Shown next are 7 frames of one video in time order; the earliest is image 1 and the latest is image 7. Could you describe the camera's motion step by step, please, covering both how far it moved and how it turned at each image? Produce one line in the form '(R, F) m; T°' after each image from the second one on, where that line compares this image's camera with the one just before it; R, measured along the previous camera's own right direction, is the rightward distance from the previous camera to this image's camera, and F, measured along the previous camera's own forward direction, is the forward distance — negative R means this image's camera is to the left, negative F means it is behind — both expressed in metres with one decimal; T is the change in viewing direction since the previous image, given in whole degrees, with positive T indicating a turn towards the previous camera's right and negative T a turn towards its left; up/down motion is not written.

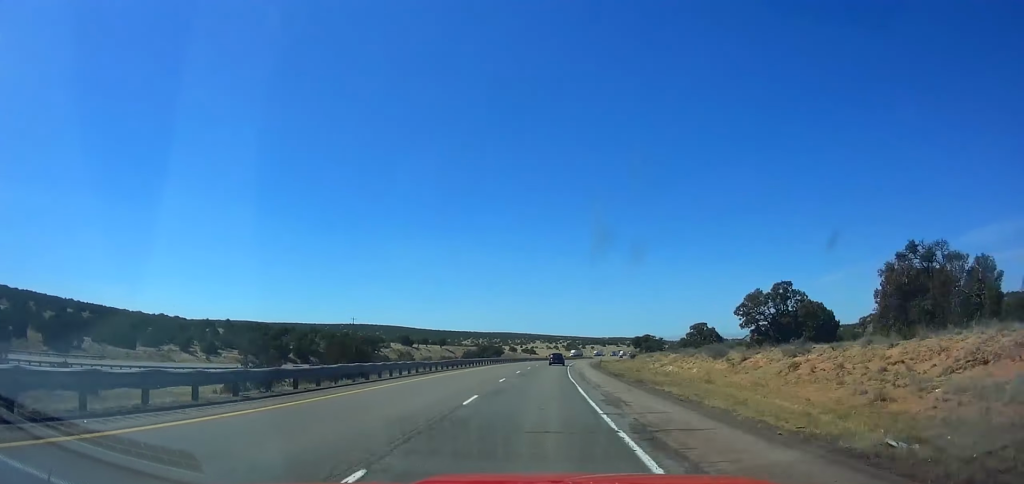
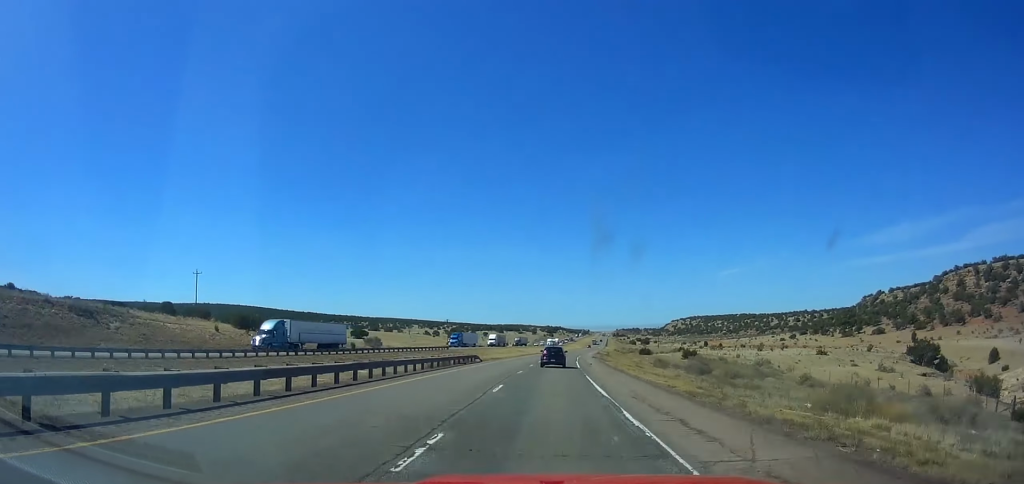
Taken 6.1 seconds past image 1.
(+19.2, +213.6) m; +10°
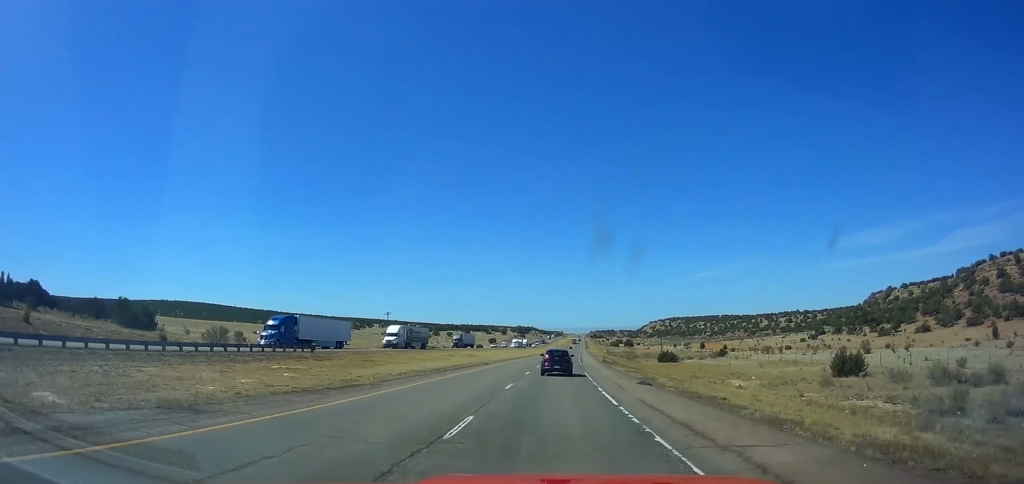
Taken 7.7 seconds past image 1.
(+1.6, +57.3) m; +2°
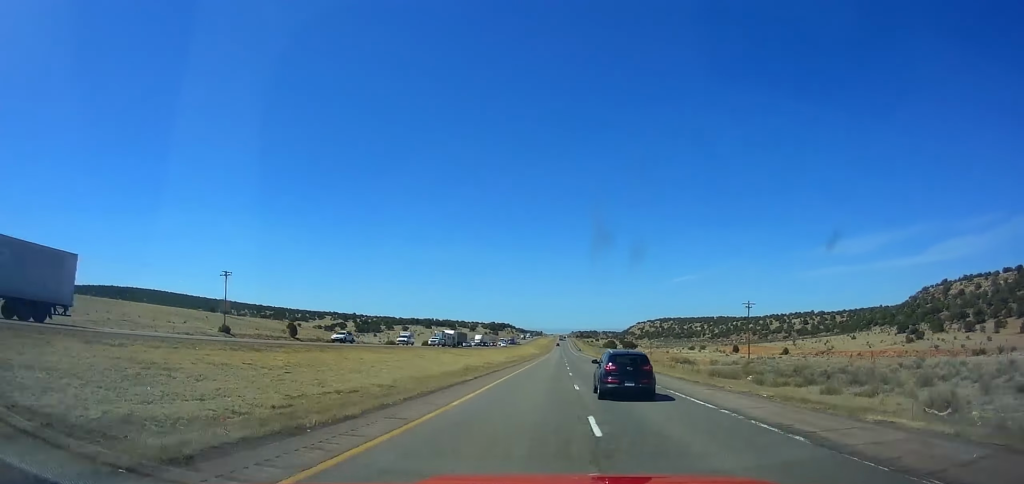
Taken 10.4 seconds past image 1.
(+3.2, +96.9) m; +3°
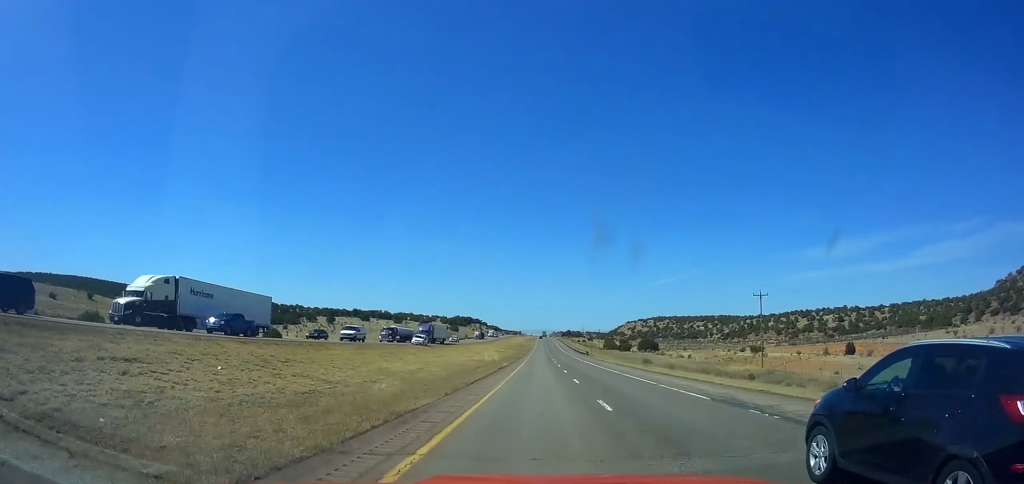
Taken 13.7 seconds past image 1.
(+2.8, +118.3) m; +2°
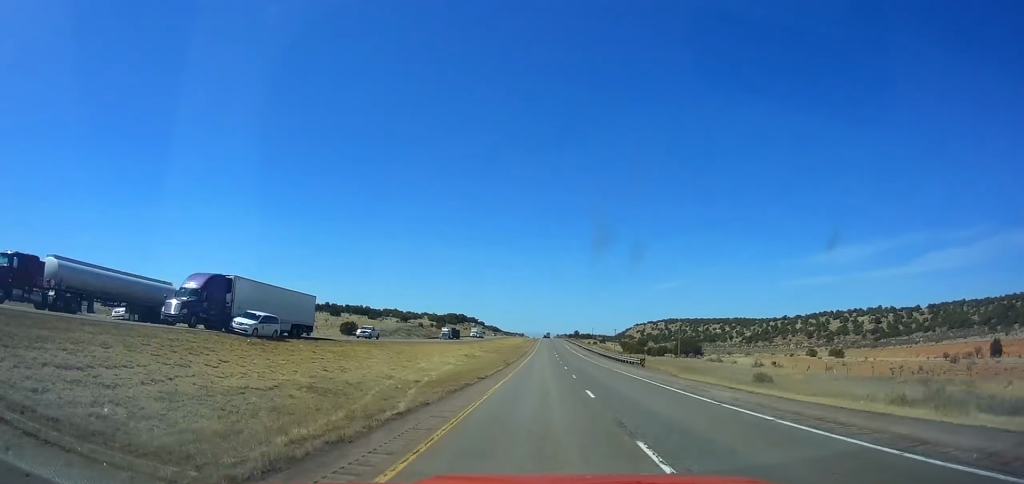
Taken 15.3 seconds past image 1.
(+0.2, +57.1) m; +1°
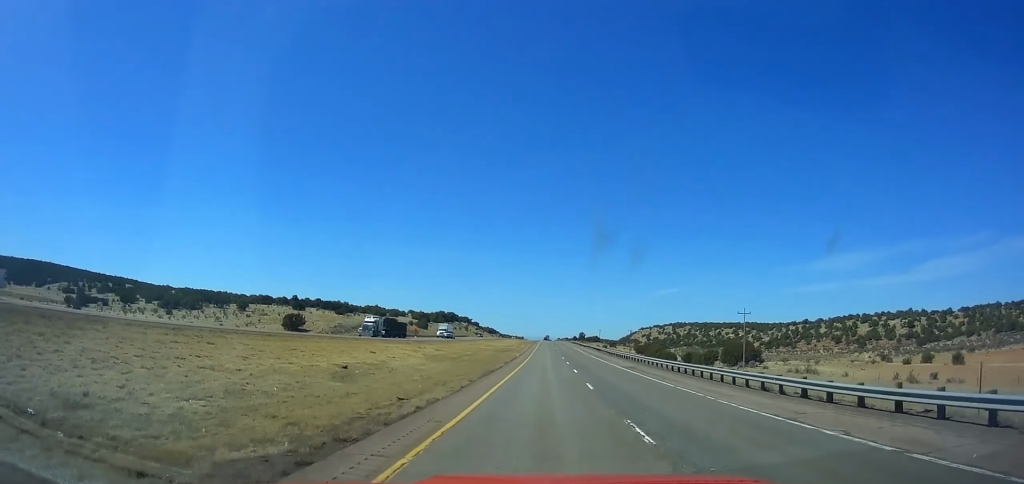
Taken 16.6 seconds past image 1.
(+0.3, +46.2) m; 0°
